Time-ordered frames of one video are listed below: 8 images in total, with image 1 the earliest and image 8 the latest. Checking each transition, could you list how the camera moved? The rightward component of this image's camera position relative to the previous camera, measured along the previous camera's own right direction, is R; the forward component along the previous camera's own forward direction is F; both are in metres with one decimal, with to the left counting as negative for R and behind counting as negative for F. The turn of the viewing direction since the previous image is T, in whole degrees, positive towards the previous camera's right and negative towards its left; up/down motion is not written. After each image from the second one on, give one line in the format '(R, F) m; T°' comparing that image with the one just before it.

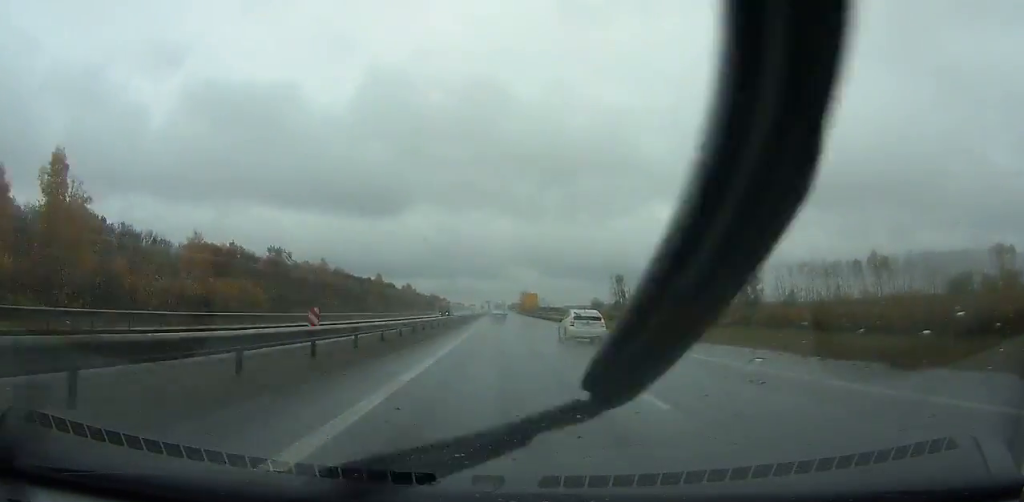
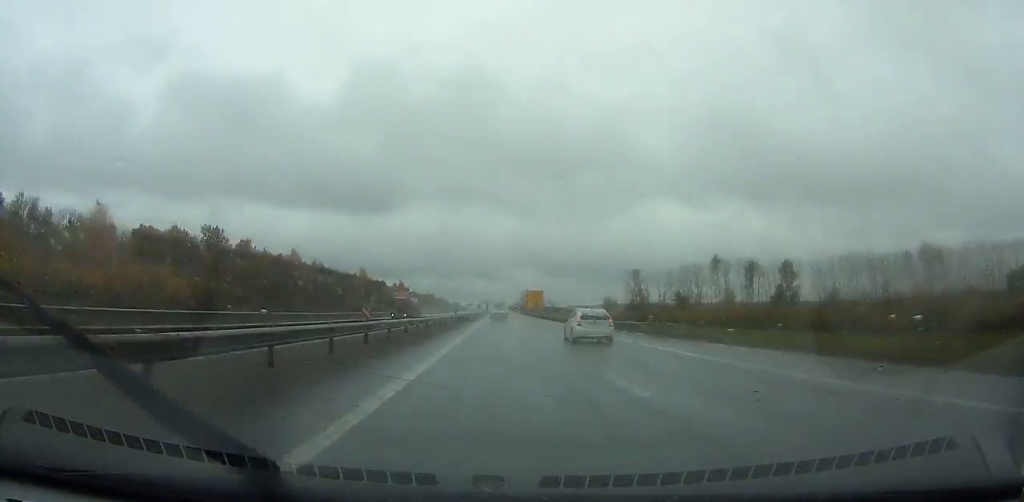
(0.0, +34.3) m; 0°
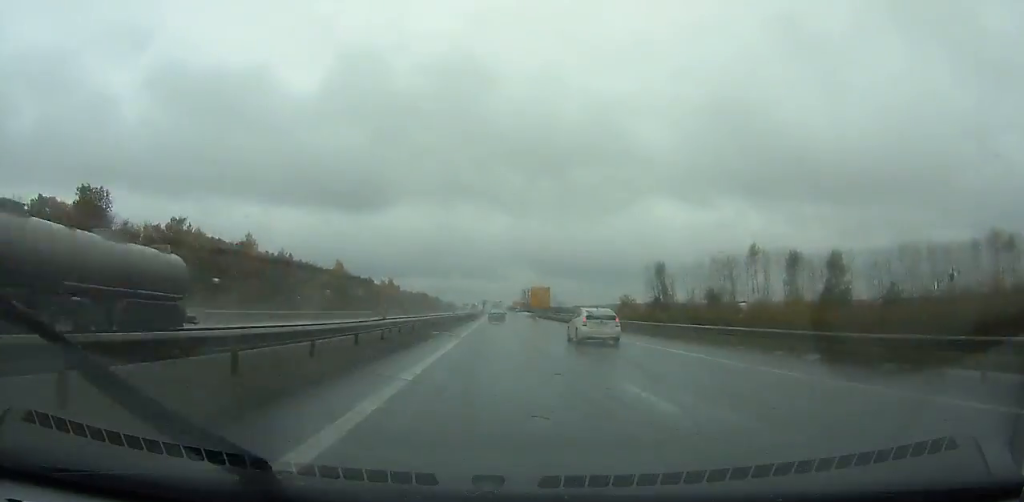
(-0.1, +37.1) m; 0°
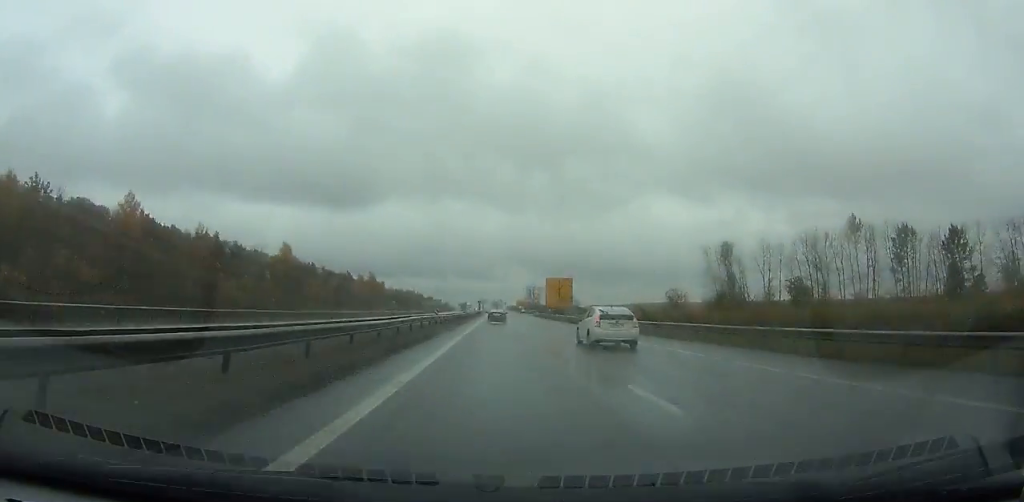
(0.0, +59.7) m; 0°
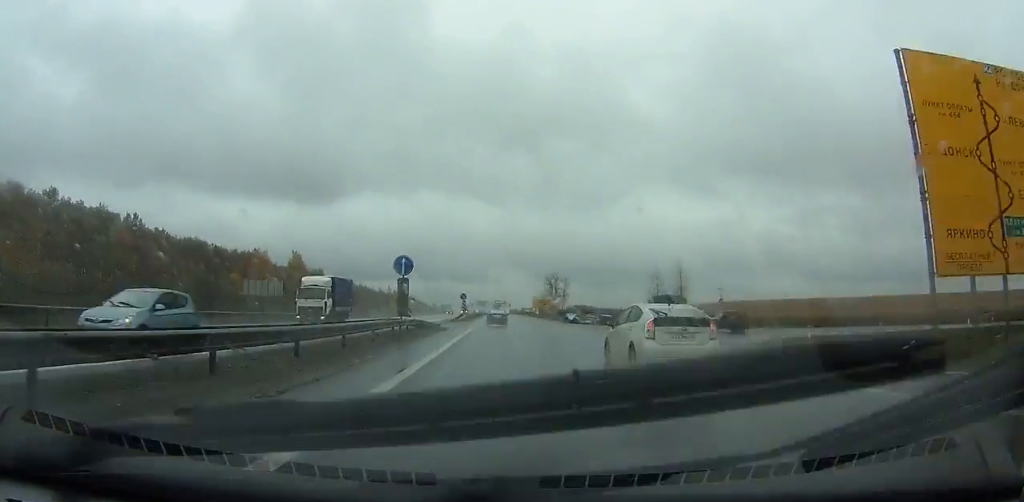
(+0.2, +131.5) m; 0°
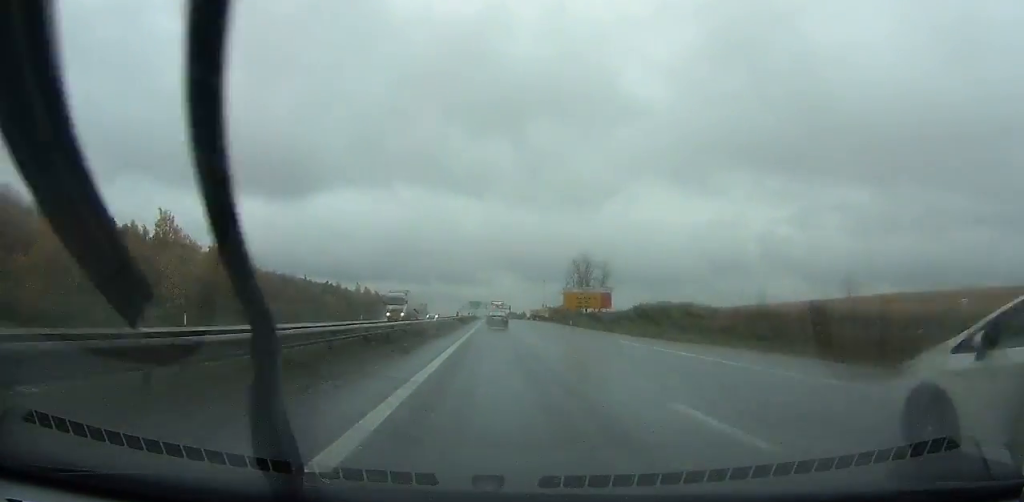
(-0.1, +85.1) m; 0°
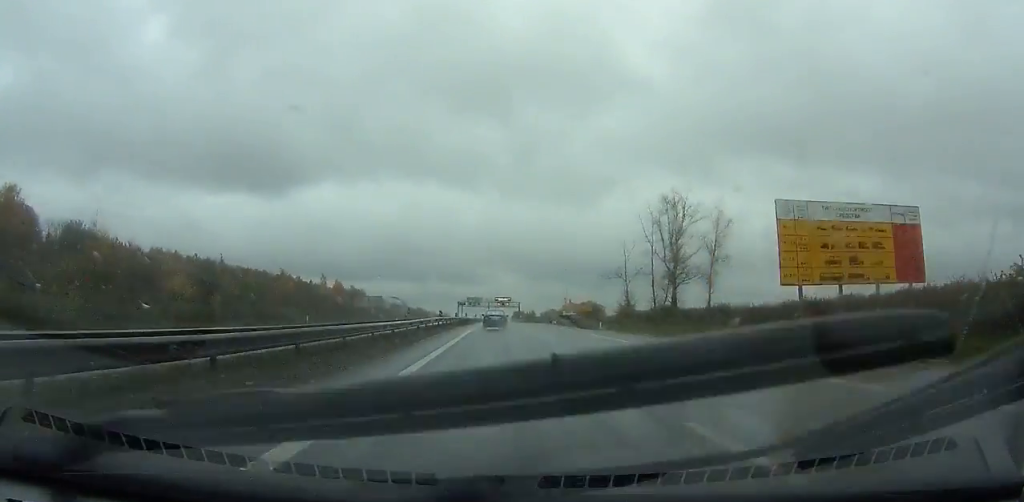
(+0.1, +73.1) m; 0°
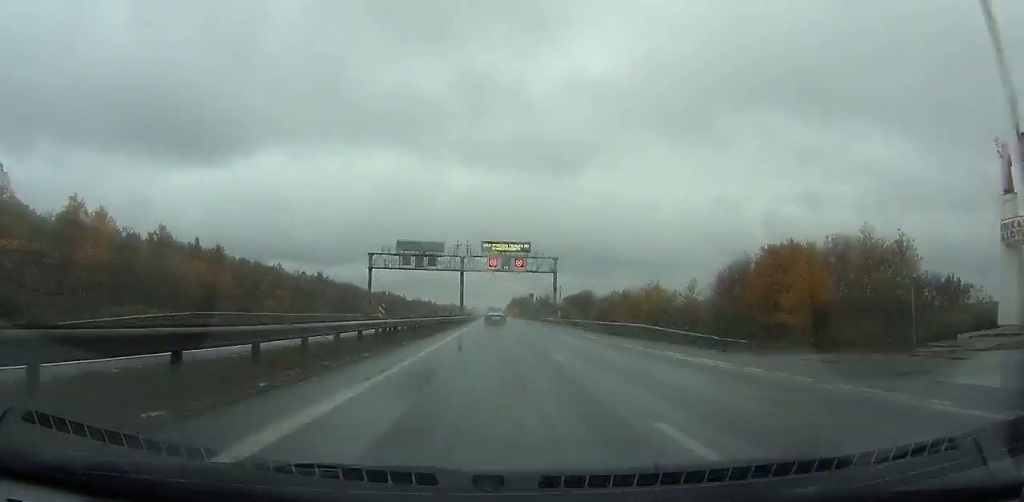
(+0.3, +179.3) m; 0°
